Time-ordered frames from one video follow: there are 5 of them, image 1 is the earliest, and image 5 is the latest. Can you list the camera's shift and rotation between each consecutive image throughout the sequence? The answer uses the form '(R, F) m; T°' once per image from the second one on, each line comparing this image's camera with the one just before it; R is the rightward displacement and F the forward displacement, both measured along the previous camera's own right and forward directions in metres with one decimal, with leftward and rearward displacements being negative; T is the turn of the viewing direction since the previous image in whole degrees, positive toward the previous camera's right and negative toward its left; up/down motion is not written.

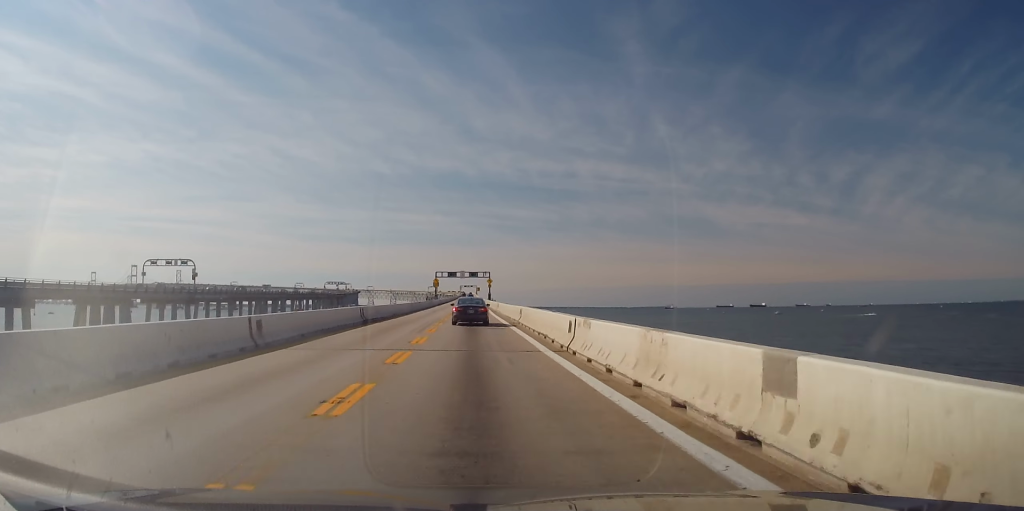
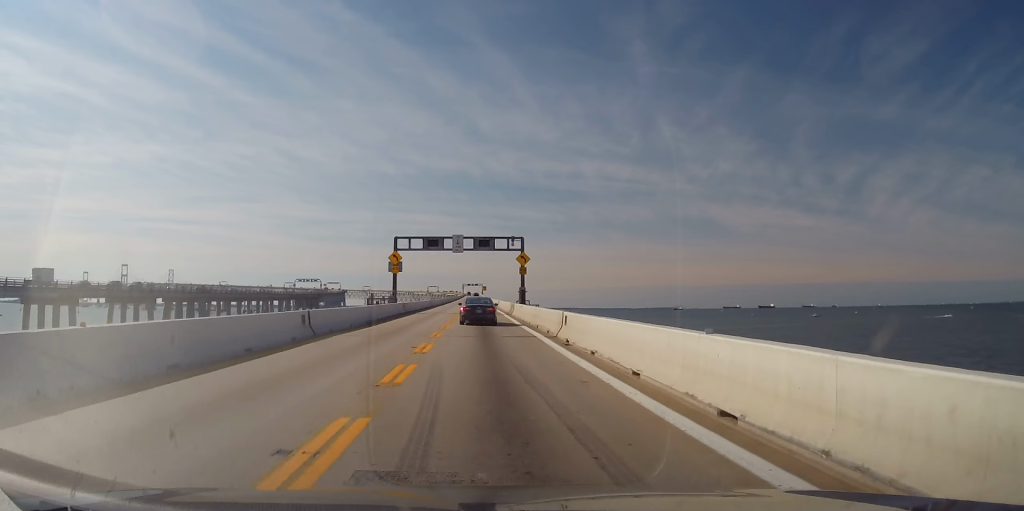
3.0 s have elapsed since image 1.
(-0.1, +75.3) m; +1°
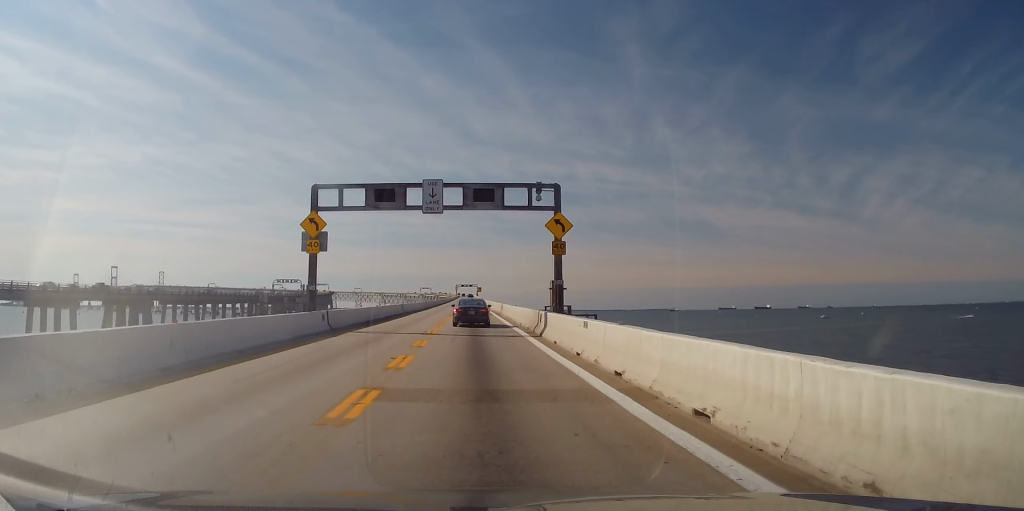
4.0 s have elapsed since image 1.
(-0.3, +26.3) m; 0°
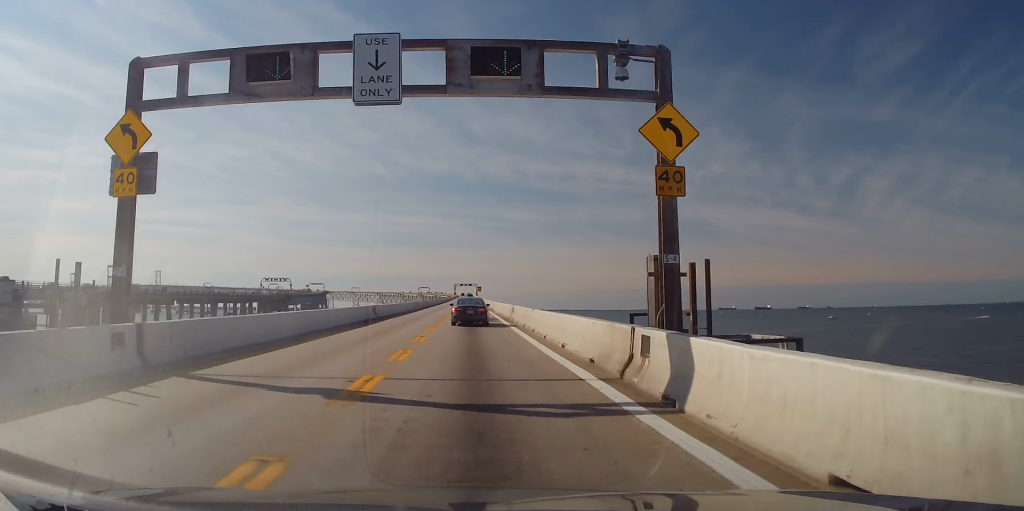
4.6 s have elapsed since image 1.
(+0.1, +16.1) m; 0°
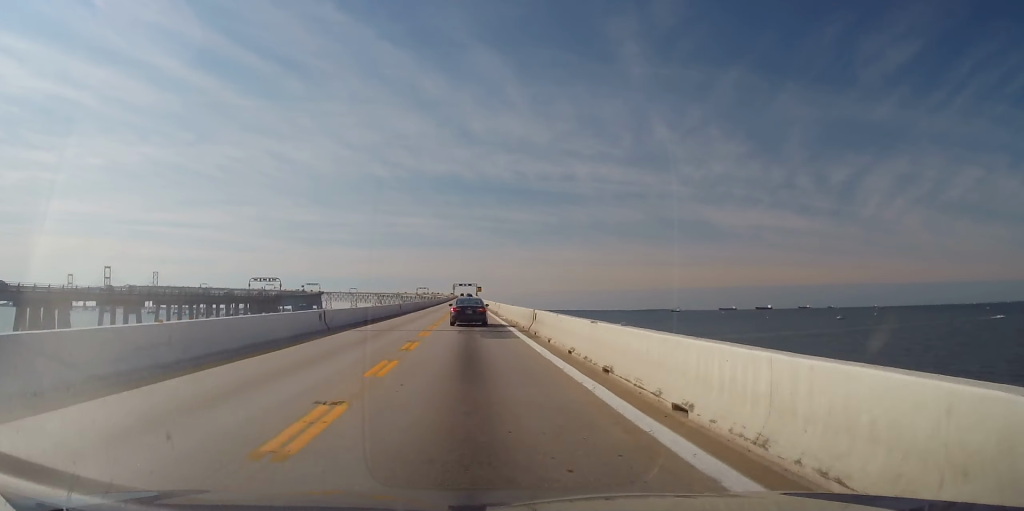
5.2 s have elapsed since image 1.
(+0.1, +14.3) m; 0°
